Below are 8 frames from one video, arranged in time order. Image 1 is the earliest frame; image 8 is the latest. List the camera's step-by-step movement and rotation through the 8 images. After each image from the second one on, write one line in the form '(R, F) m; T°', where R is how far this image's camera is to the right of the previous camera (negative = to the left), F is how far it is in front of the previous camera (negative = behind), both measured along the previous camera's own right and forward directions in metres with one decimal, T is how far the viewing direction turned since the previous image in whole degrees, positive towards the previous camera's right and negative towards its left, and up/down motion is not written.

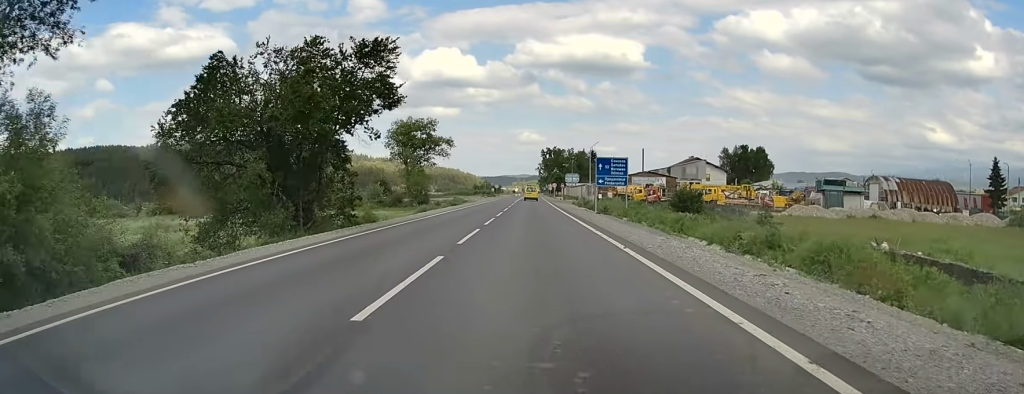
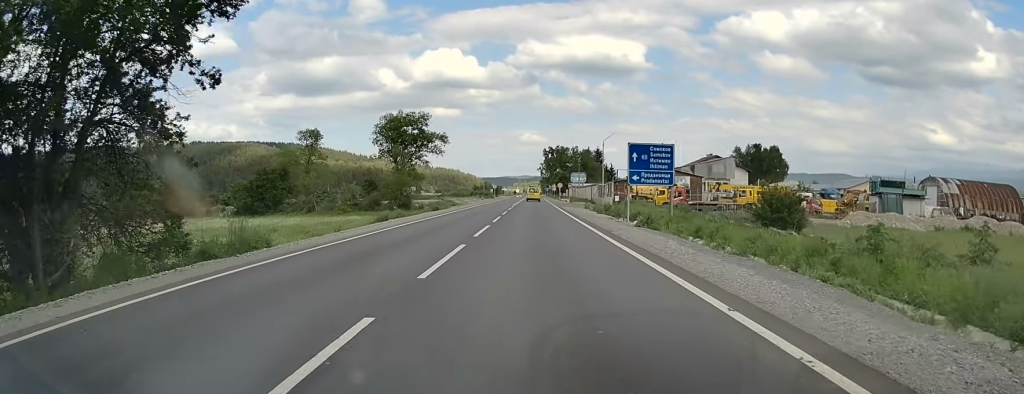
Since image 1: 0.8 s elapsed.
(-0.1, +14.9) m; -1°
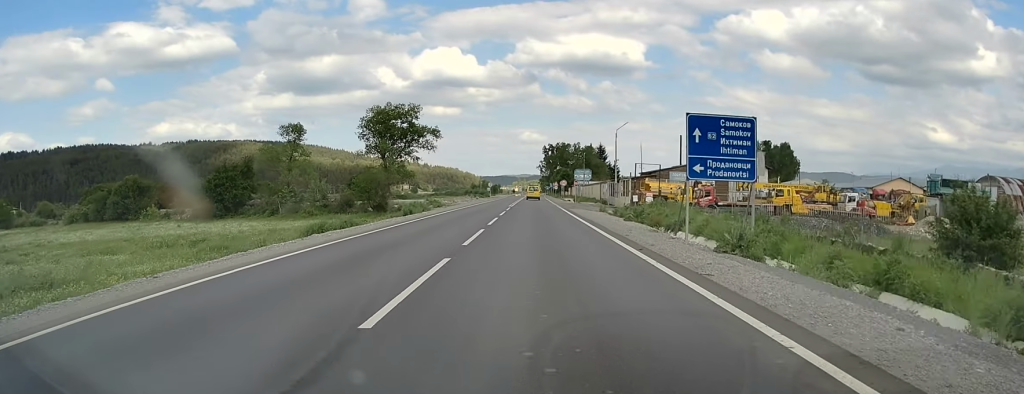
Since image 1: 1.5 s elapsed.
(0.0, +12.5) m; 0°
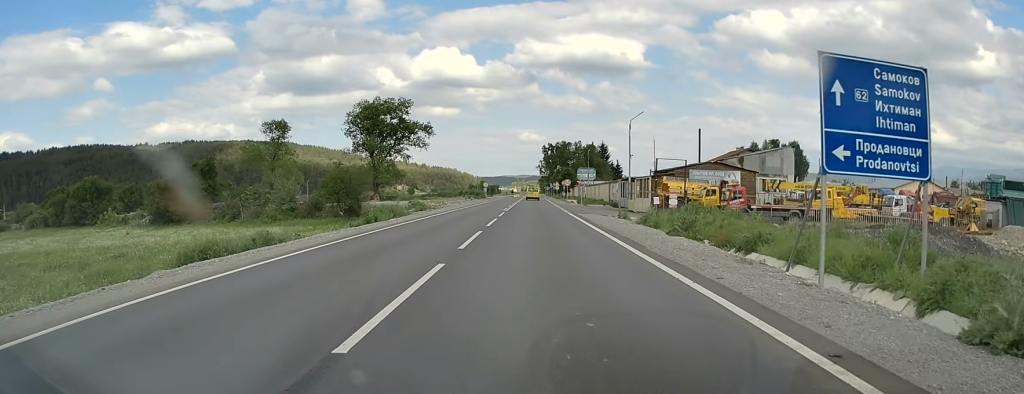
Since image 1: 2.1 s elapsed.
(0.0, +10.0) m; 0°
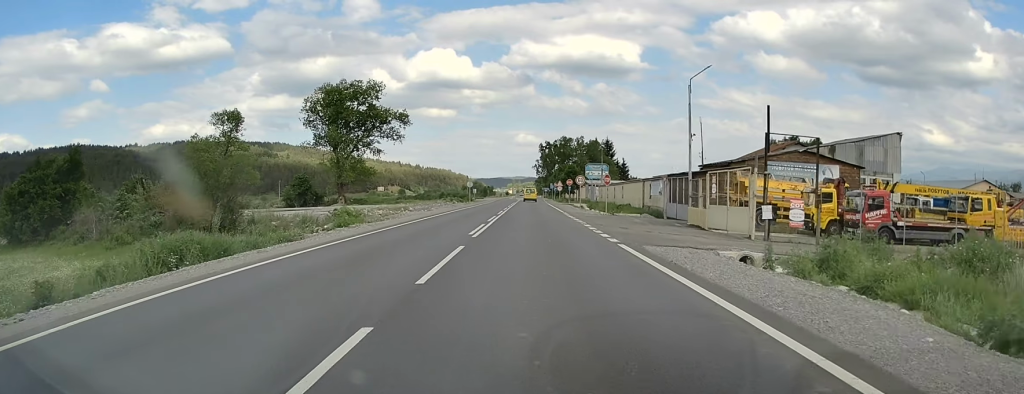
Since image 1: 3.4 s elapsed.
(+0.1, +23.3) m; 0°
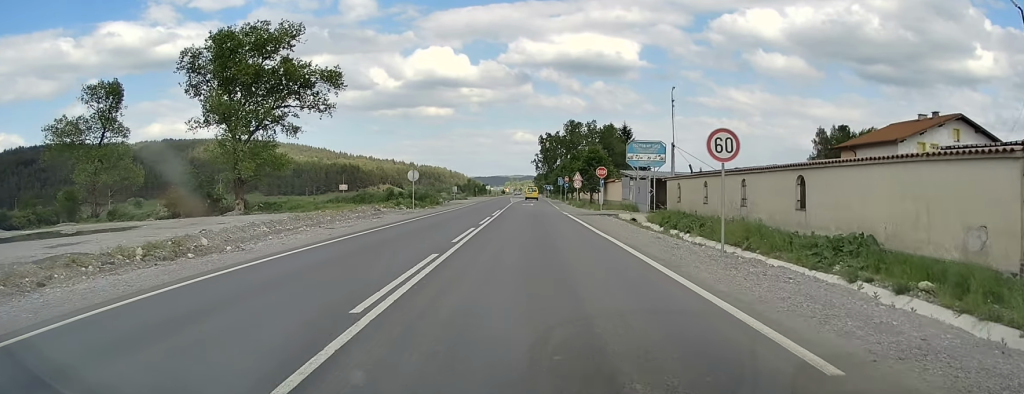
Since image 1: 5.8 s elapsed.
(0.0, +39.9) m; 0°
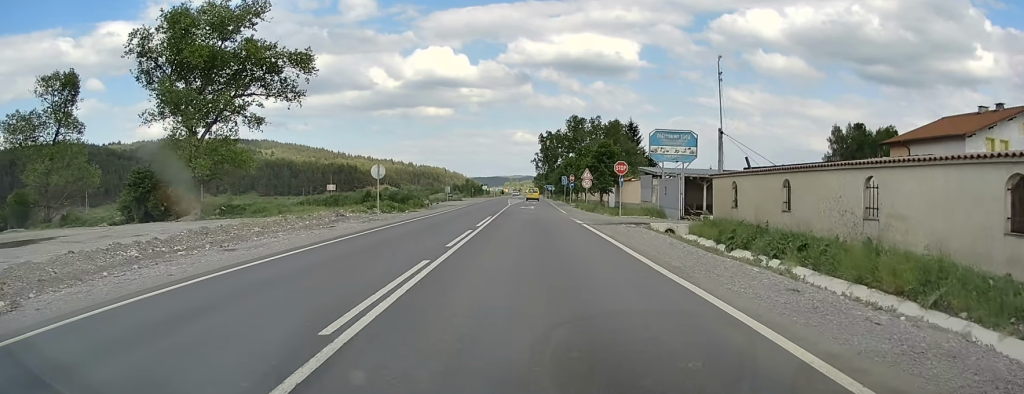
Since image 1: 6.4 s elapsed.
(0.0, +10.2) m; 0°
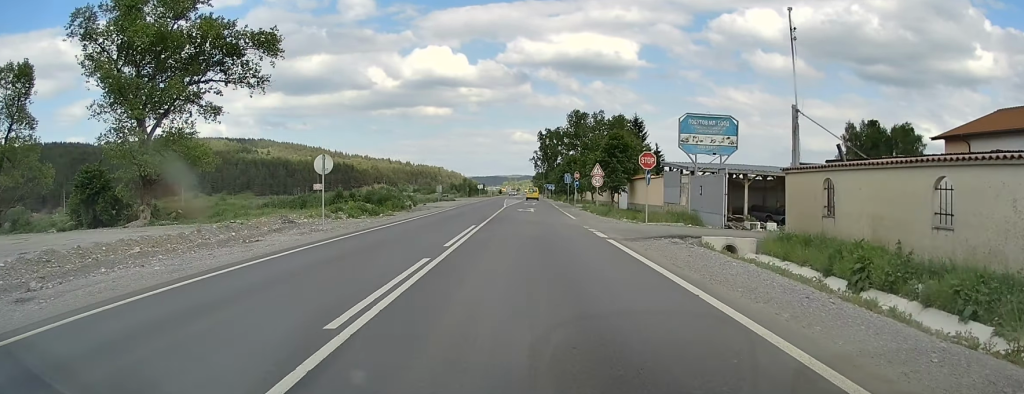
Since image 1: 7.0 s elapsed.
(0.0, +8.9) m; 0°
